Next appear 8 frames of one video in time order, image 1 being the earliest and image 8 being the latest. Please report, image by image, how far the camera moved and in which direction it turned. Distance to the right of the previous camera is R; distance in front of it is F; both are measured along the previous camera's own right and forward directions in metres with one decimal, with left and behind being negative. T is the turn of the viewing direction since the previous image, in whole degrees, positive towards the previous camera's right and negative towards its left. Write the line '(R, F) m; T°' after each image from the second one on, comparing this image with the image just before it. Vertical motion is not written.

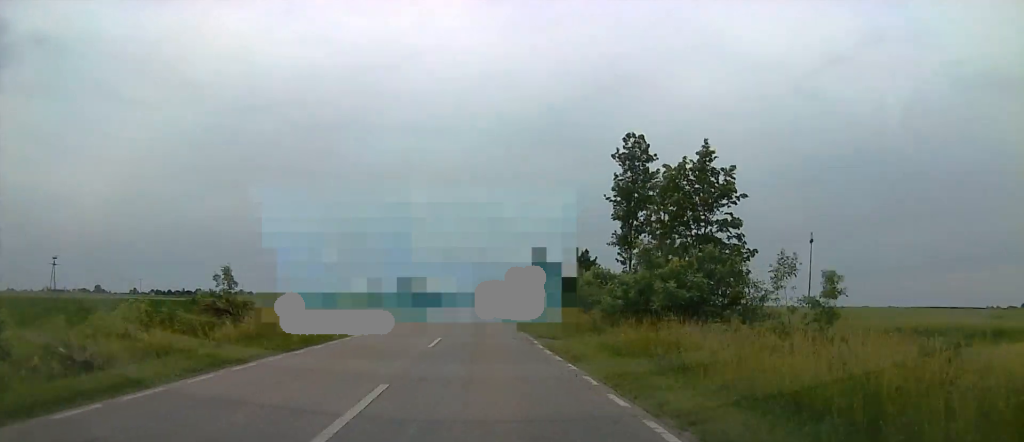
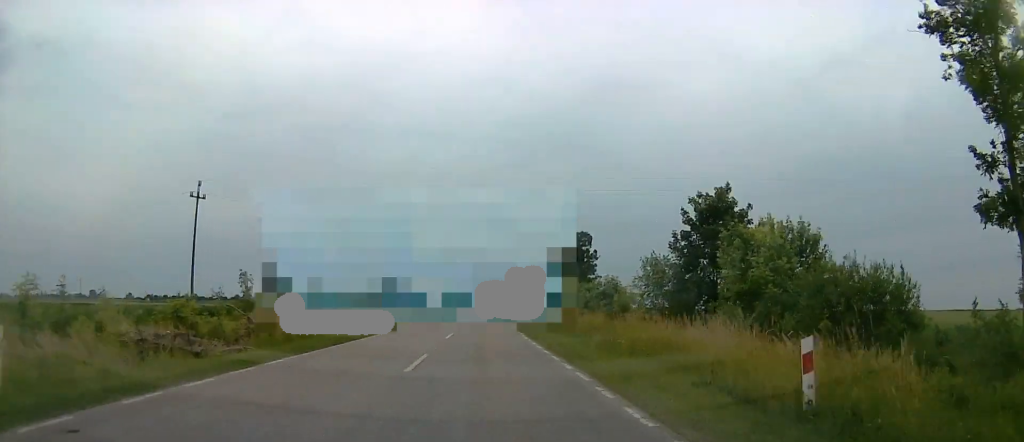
(+0.1, +41.5) m; 0°
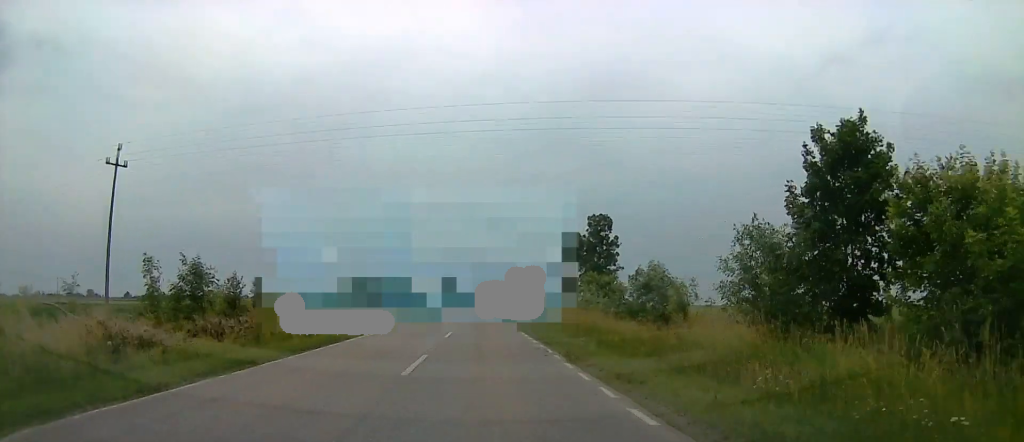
(0.0, +12.4) m; 0°
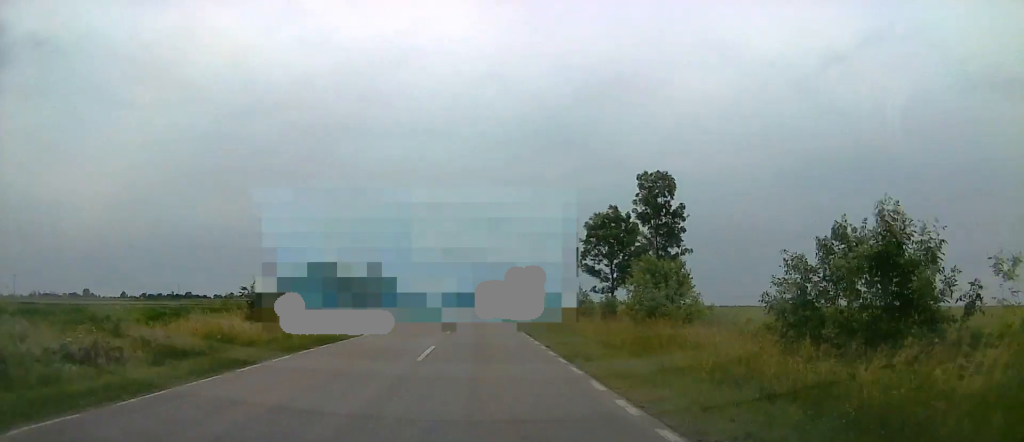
(0.0, +21.3) m; 0°
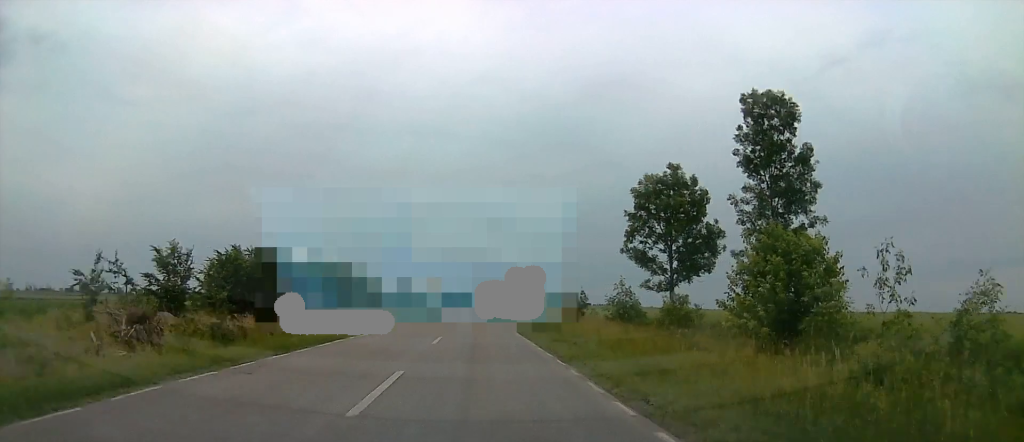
(0.0, +18.0) m; -2°
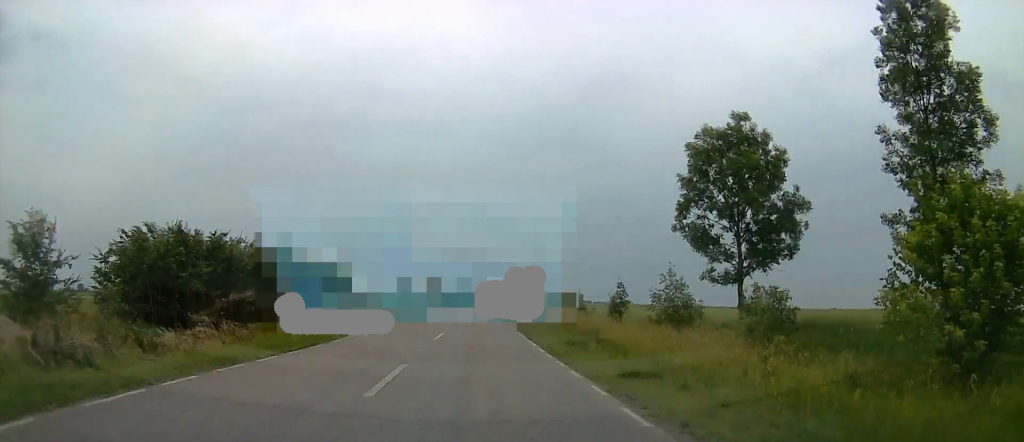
(+0.4, +9.8) m; -1°
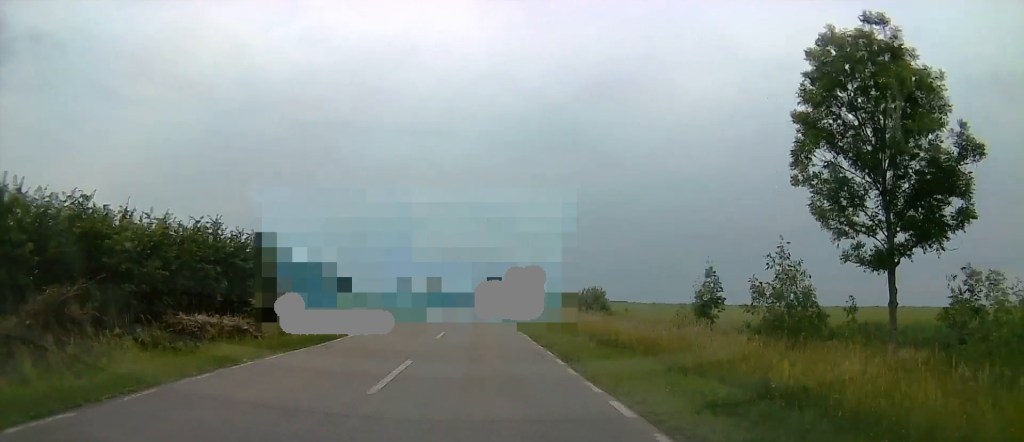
(-0.6, +11.4) m; 0°
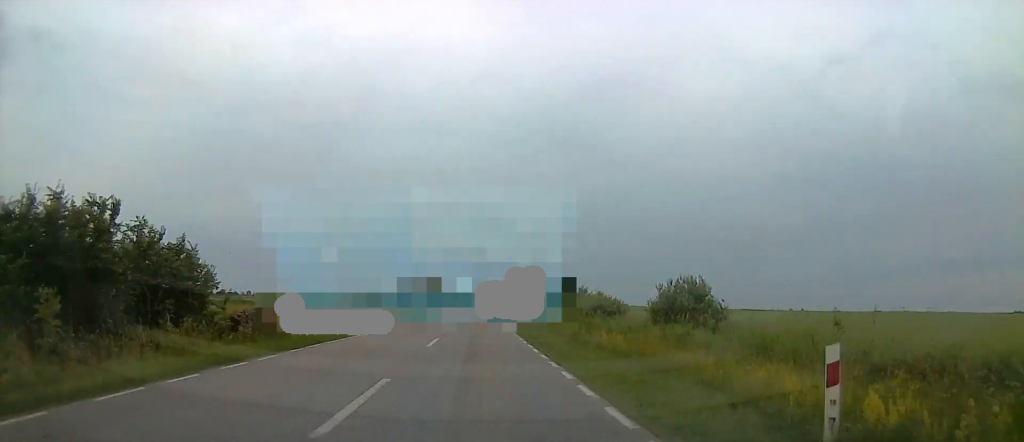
(-0.1, +26.2) m; +2°
